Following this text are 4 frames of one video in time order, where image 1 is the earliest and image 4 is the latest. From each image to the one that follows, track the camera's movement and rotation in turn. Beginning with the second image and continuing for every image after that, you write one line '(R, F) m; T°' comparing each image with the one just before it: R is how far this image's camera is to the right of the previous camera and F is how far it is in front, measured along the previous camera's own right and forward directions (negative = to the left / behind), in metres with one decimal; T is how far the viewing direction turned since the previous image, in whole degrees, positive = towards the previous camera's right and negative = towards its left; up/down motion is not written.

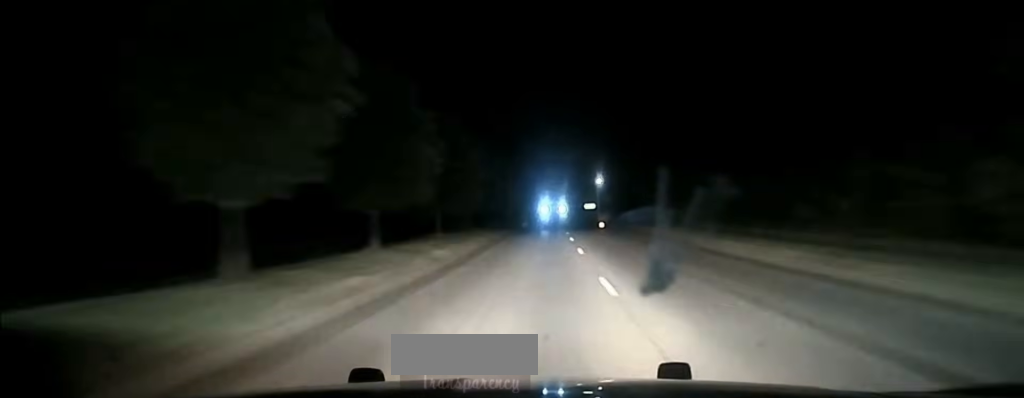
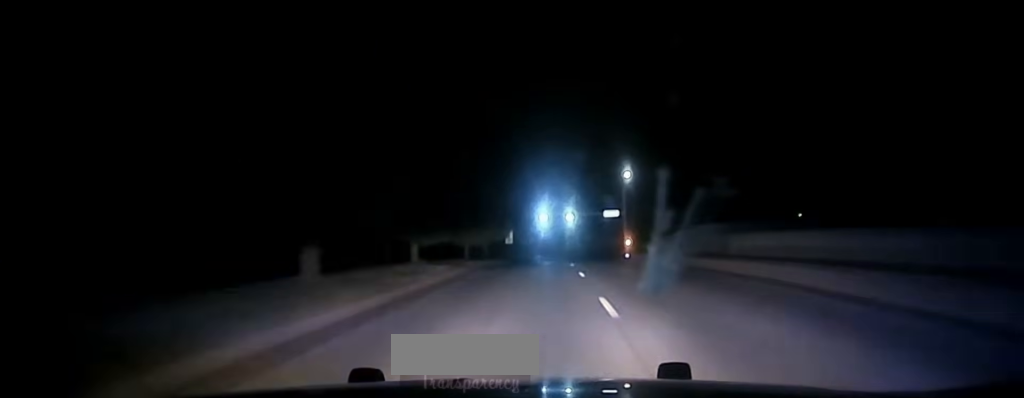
(-0.3, +47.6) m; 0°
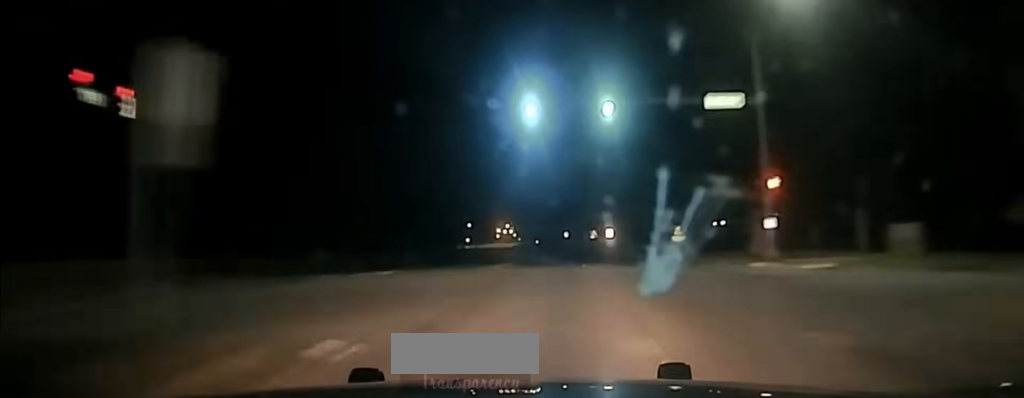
(+0.2, +57.6) m; 0°
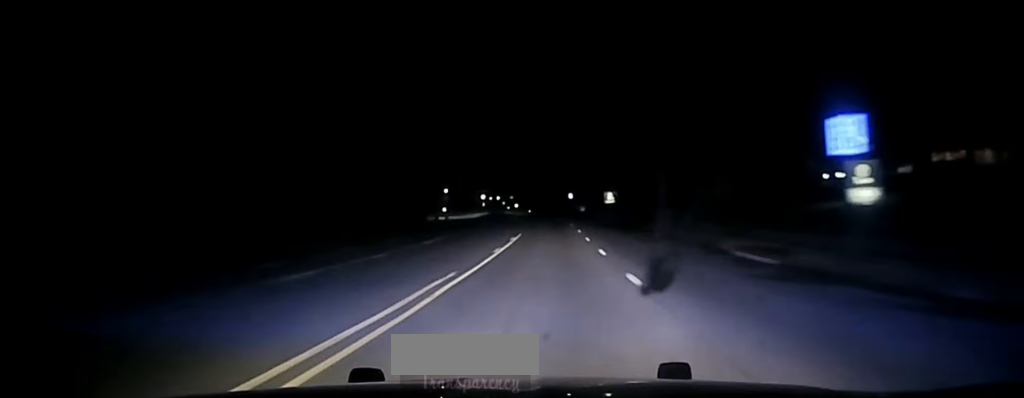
(-0.7, +76.4) m; -1°
